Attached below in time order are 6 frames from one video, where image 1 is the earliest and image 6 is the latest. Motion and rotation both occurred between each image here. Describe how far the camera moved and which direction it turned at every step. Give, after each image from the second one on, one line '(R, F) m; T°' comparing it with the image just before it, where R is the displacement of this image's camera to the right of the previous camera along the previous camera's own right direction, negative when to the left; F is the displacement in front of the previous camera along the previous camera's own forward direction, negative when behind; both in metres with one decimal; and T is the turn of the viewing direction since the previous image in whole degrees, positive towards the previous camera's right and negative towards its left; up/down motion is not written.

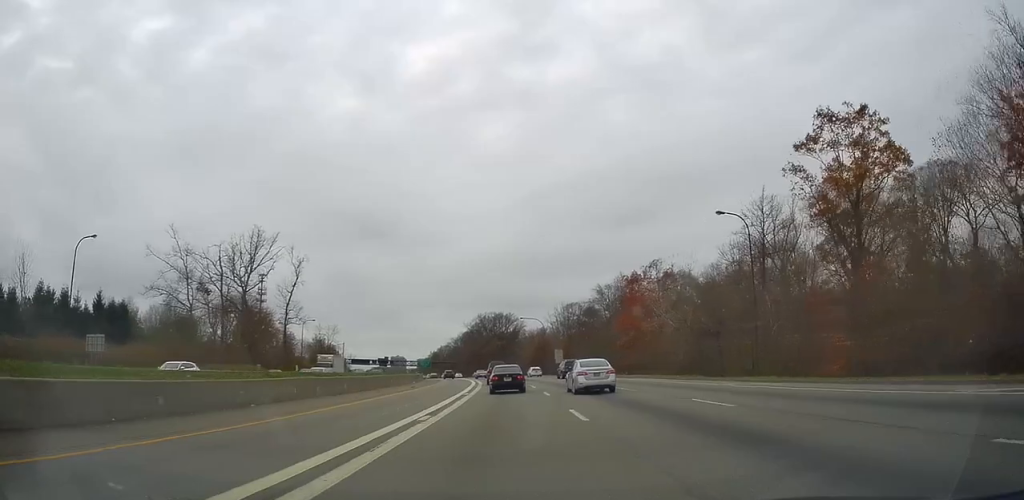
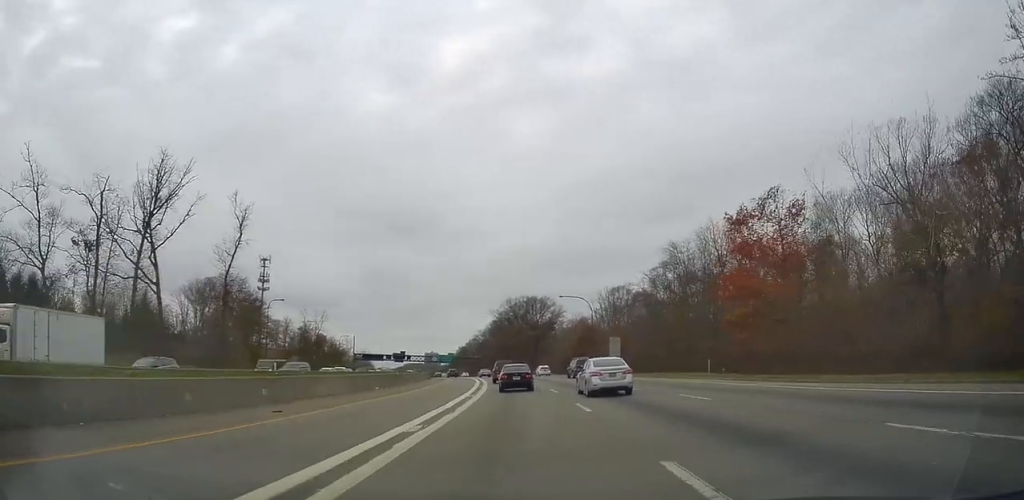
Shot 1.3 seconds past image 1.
(-1.0, +33.7) m; -4°
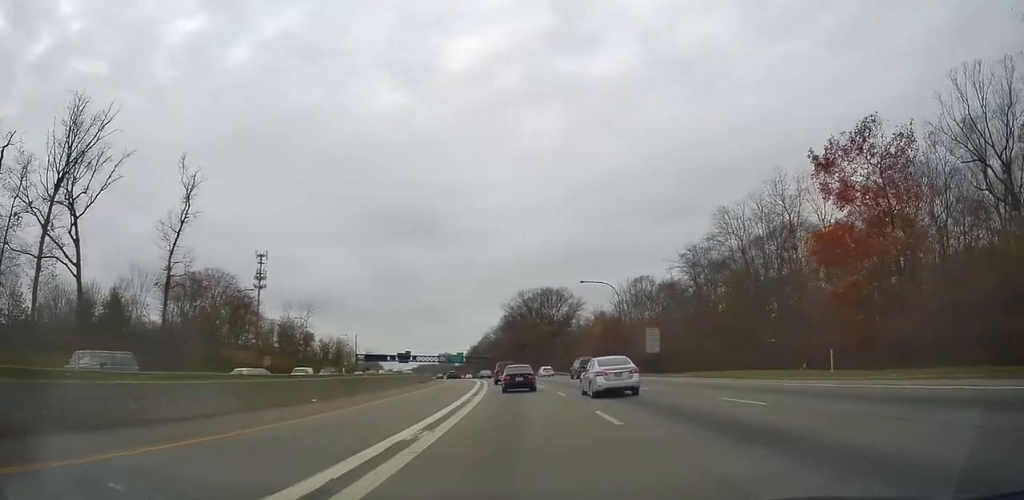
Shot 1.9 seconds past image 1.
(-0.6, +15.9) m; -2°
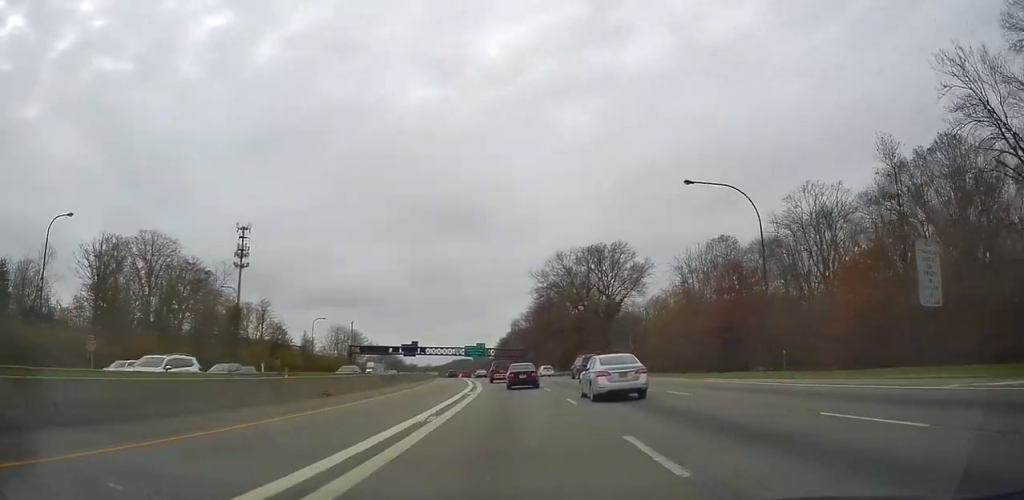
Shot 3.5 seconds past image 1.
(-1.4, +42.6) m; -4°
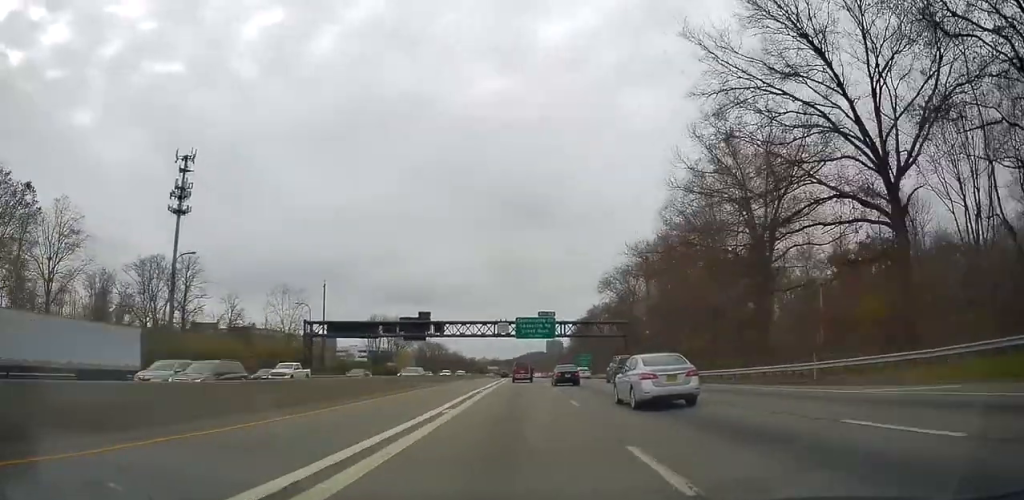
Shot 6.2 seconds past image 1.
(-3.2, +72.8) m; -8°
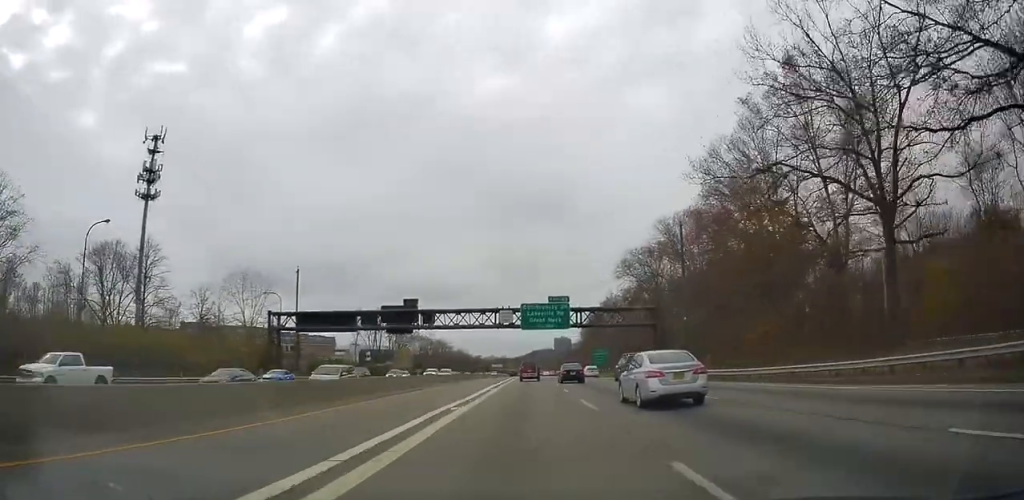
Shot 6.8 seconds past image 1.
(-0.5, +14.8) m; -1°
